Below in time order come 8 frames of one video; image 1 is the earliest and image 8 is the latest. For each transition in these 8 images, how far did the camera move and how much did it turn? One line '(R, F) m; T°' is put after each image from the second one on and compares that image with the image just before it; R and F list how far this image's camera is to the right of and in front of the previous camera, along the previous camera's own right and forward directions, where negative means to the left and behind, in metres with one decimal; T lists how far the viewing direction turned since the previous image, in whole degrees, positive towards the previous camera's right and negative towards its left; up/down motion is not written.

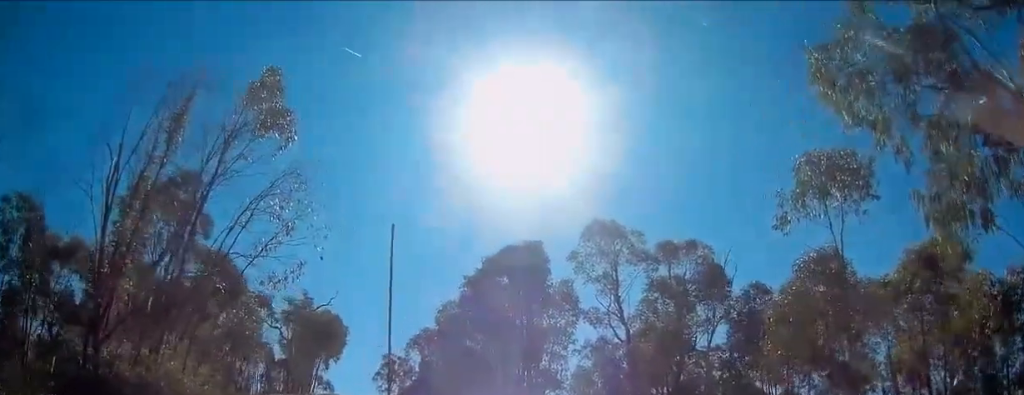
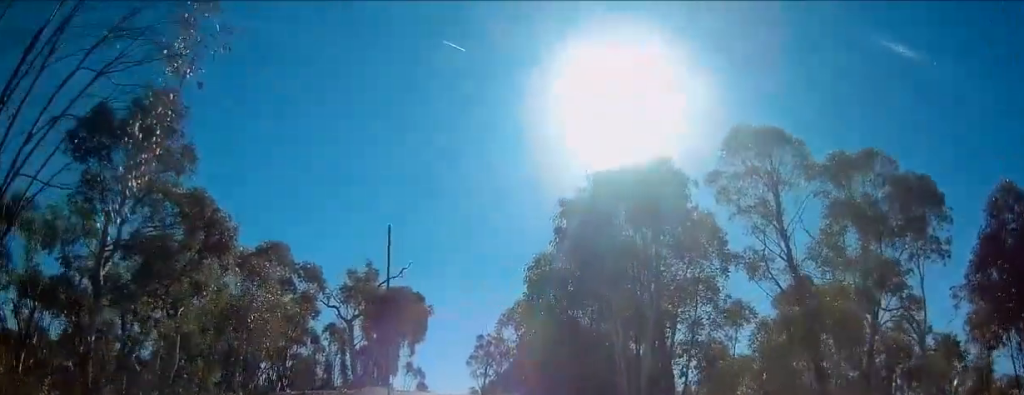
(-1.1, +8.2) m; -20°
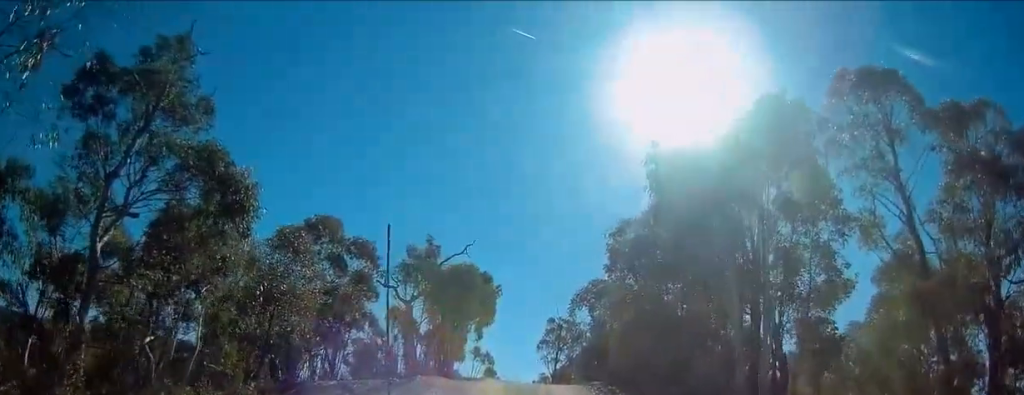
(-0.4, +2.9) m; -2°
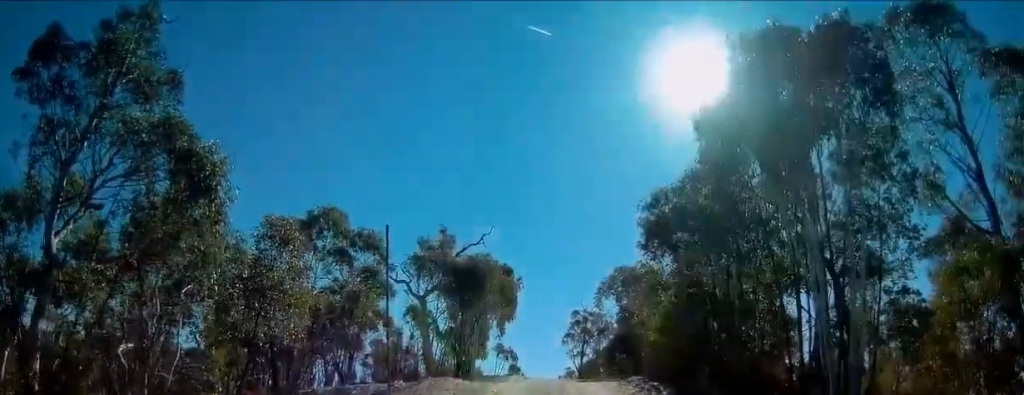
(-0.1, +2.2) m; 0°
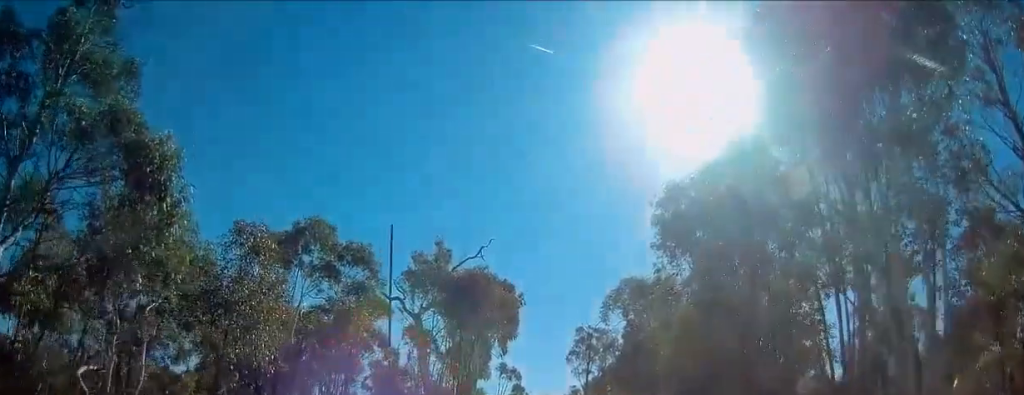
(+0.3, +1.7) m; 0°
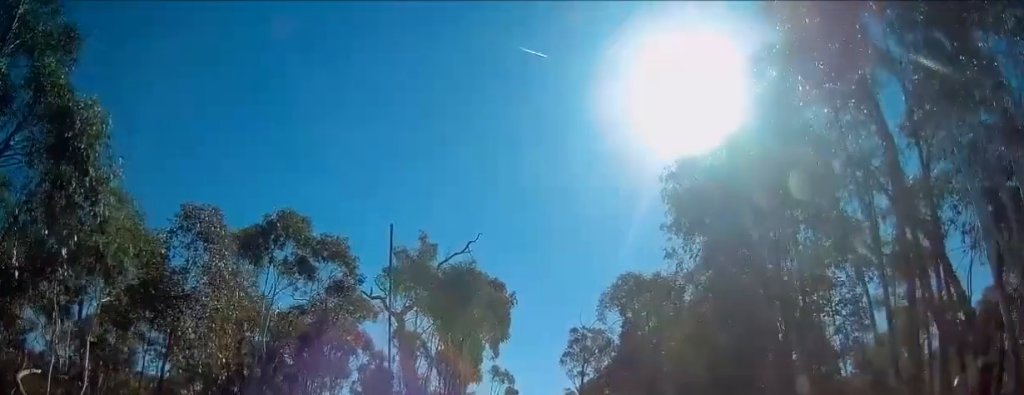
(+0.1, +2.0) m; 0°
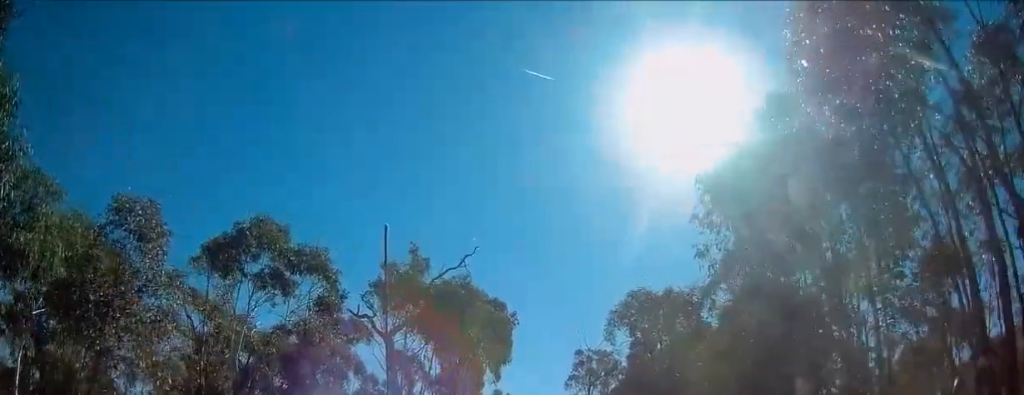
(-0.4, +2.3) m; 0°
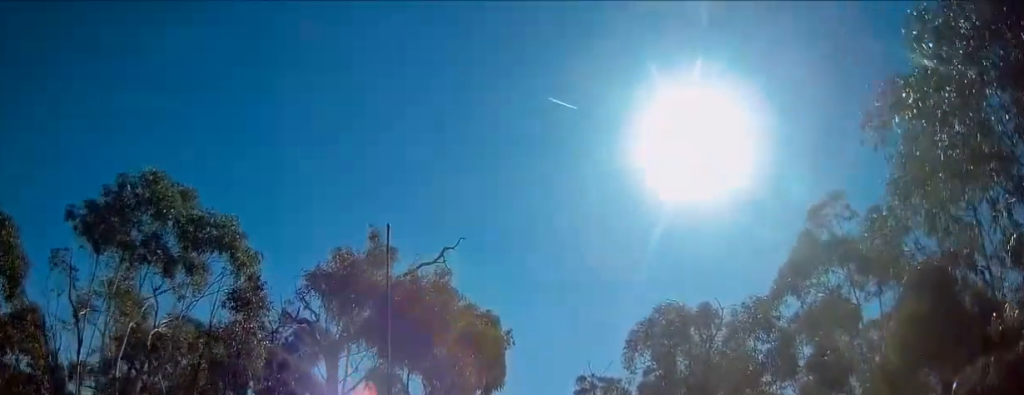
(+0.2, +6.4) m; -1°
